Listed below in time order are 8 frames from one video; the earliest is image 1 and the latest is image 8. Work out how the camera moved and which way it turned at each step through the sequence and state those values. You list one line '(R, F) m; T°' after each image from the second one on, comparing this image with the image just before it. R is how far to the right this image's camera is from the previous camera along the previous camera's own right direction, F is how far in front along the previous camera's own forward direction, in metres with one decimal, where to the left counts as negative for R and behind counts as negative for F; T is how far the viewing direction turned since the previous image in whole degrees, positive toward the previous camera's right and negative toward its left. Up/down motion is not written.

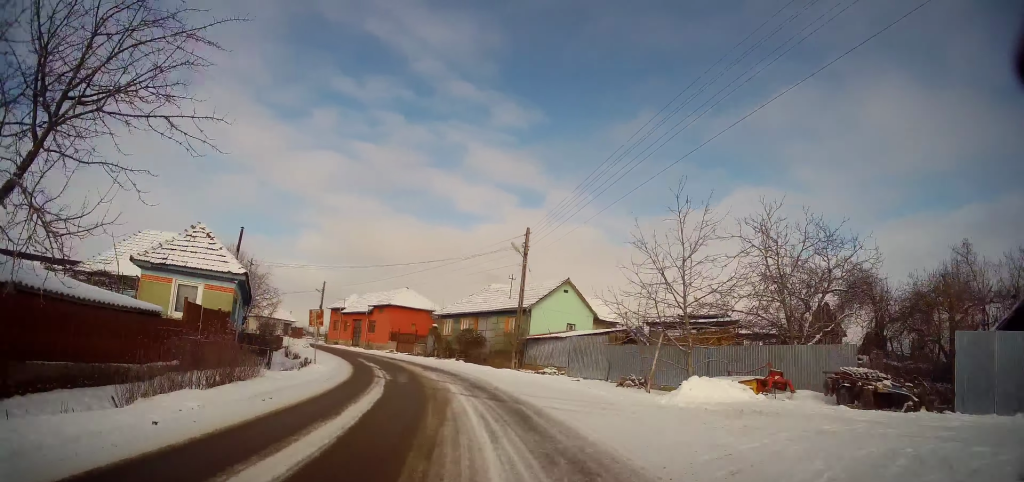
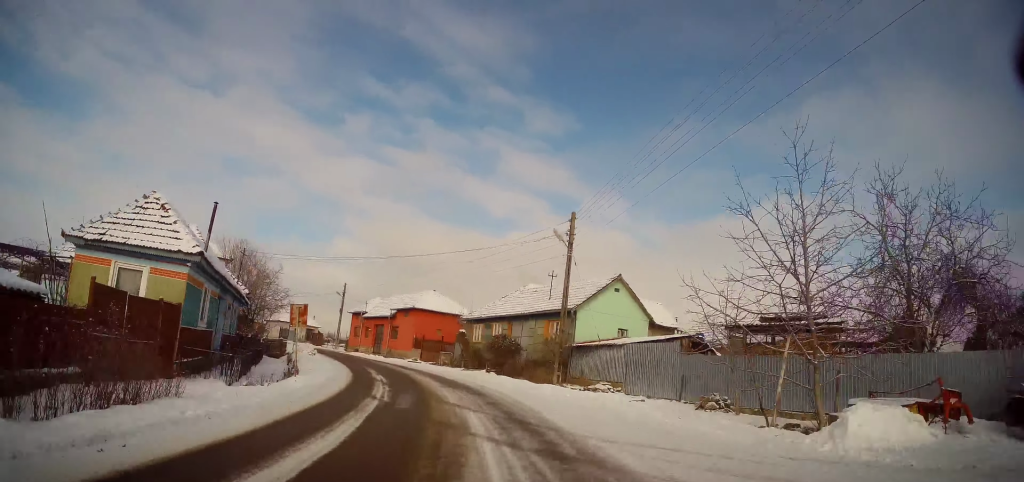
(-0.2, +5.3) m; -3°
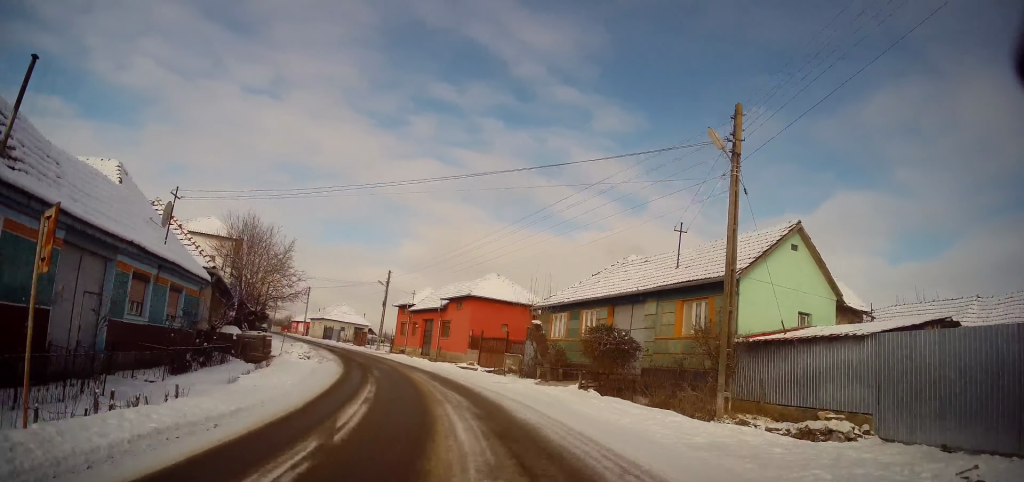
(-0.7, +11.8) m; -8°
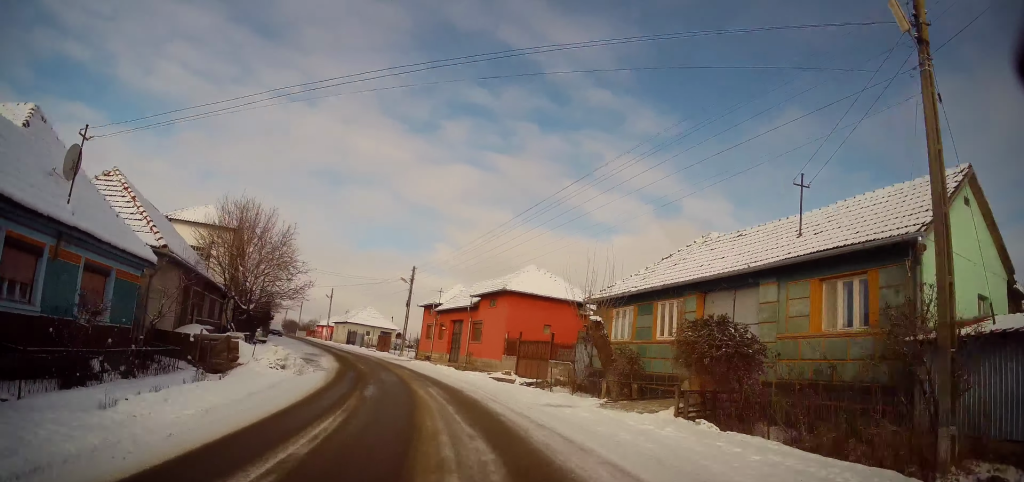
(-0.1, +6.1) m; -4°
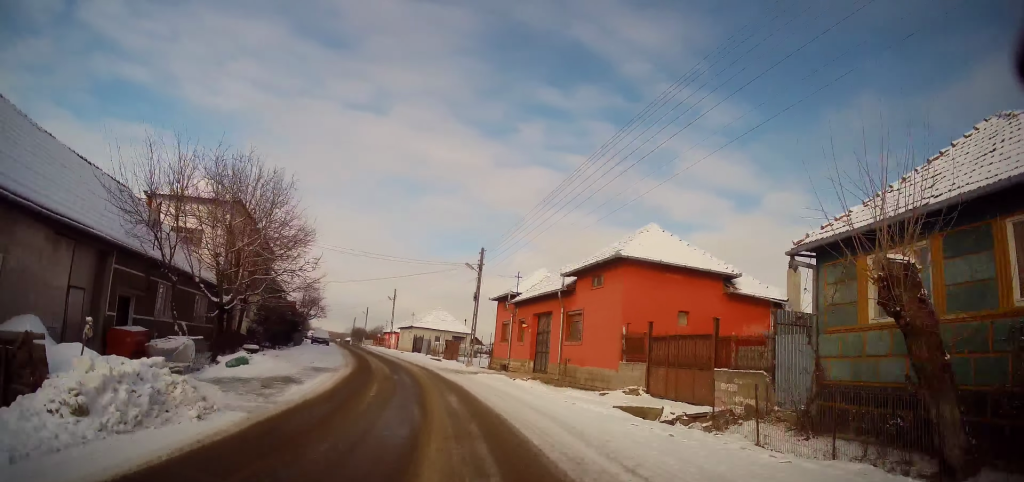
(-0.7, +11.1) m; -8°
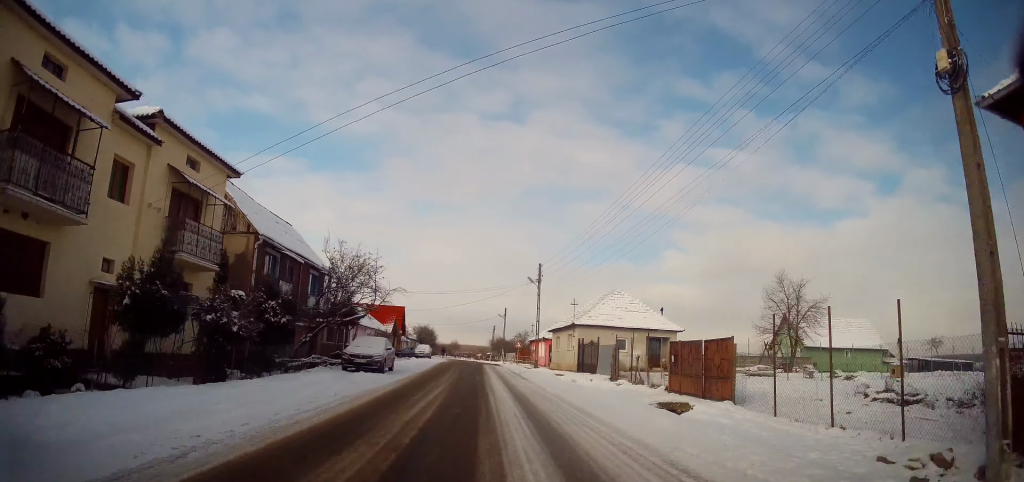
(-5.1, +29.4) m; -16°
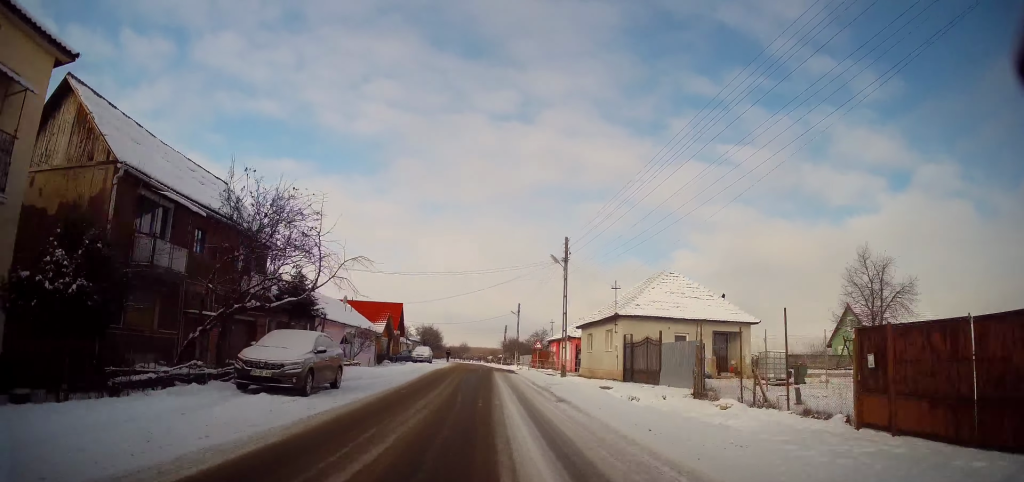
(-0.1, +10.0) m; -1°
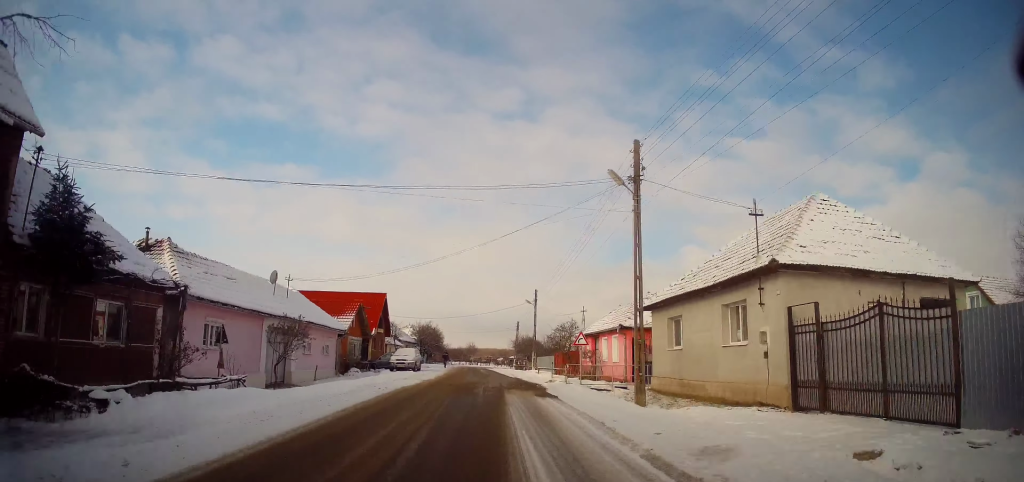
(-0.2, +14.4) m; -2°
